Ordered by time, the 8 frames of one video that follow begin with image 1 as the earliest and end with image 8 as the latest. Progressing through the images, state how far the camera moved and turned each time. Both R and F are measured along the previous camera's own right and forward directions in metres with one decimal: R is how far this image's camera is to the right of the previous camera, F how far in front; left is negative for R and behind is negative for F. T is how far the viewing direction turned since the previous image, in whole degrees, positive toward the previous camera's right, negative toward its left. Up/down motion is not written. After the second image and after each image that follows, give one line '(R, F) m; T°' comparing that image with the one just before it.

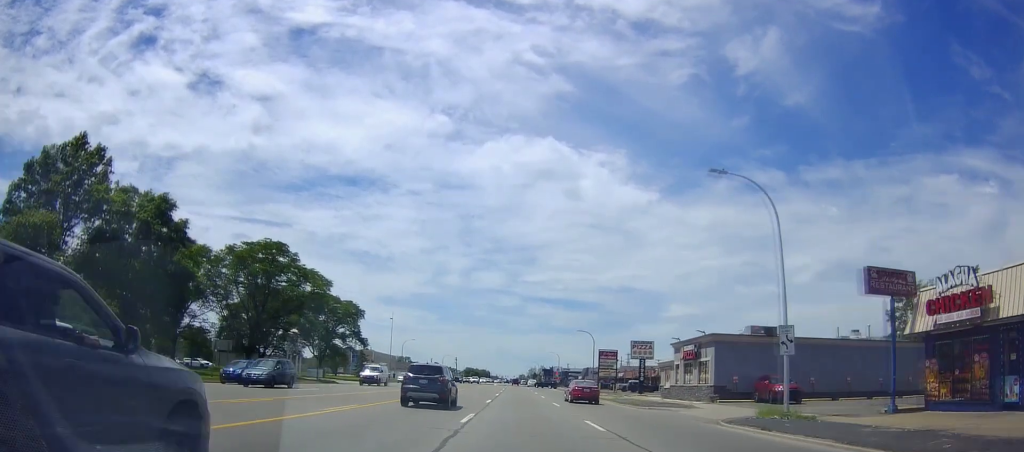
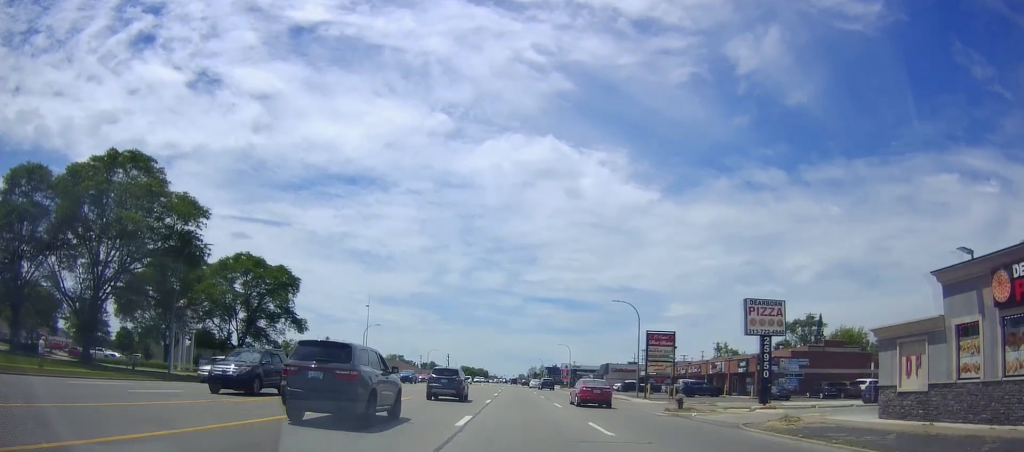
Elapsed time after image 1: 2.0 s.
(-0.6, +33.0) m; -3°
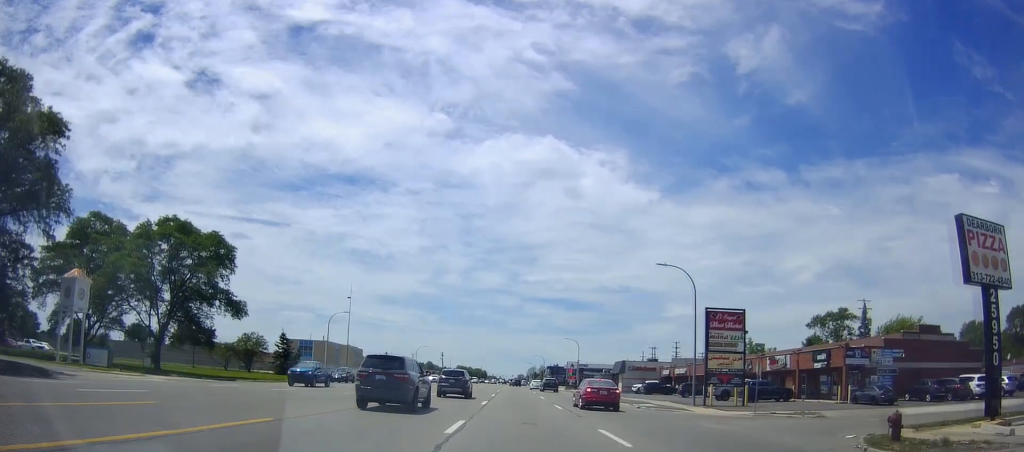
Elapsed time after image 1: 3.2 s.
(+0.3, +18.4) m; +1°
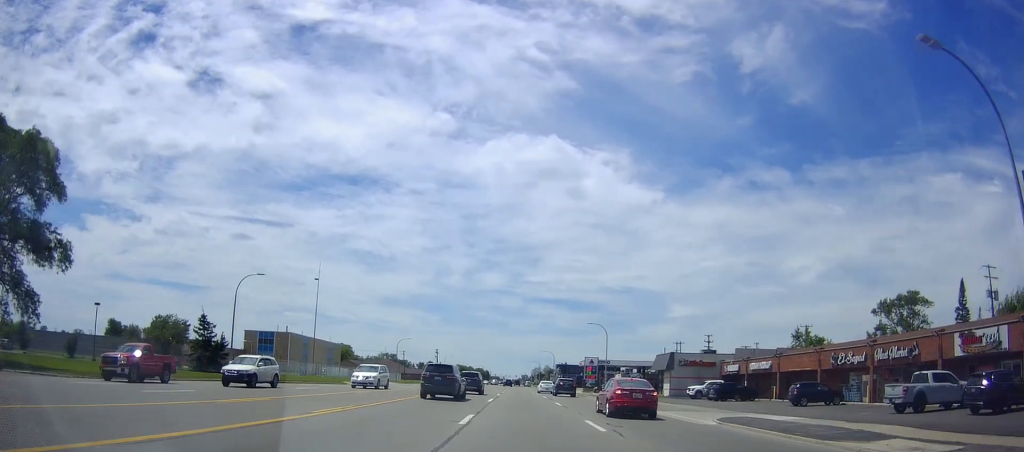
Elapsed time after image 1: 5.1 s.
(+0.1, +28.5) m; 0°
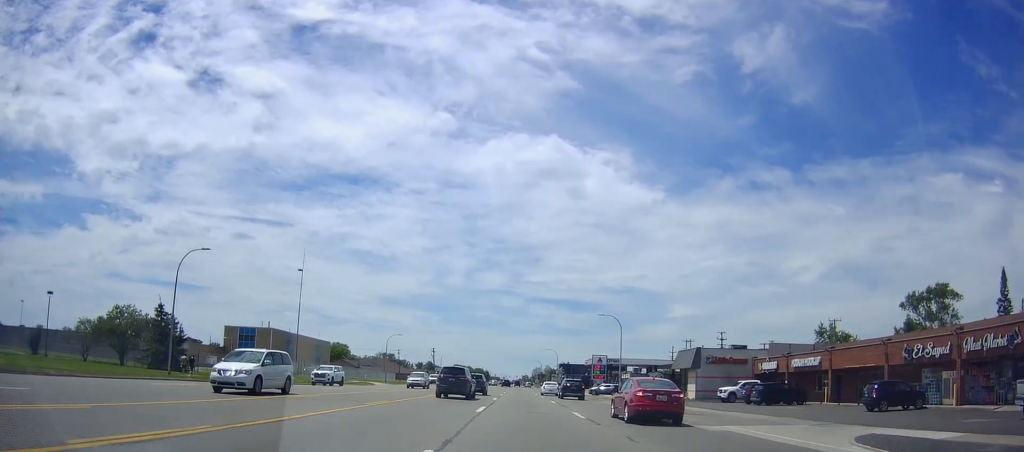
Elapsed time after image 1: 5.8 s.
(0.0, +10.2) m; -1°
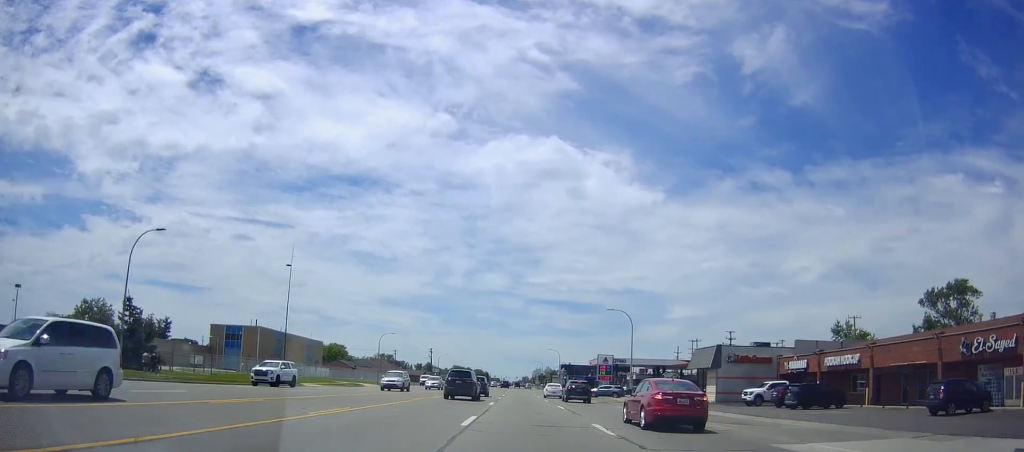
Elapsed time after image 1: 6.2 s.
(+0.1, +6.3) m; -1°
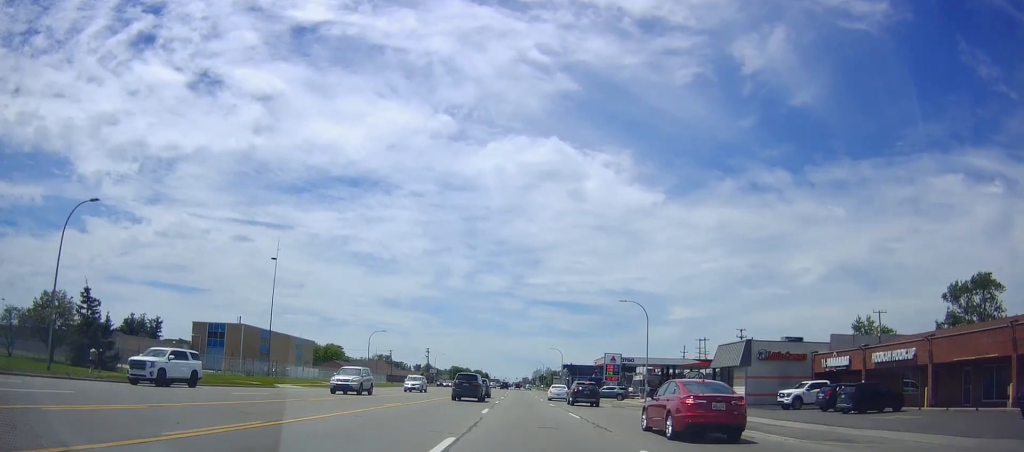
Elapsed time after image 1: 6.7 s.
(-0.3, +7.2) m; 0°
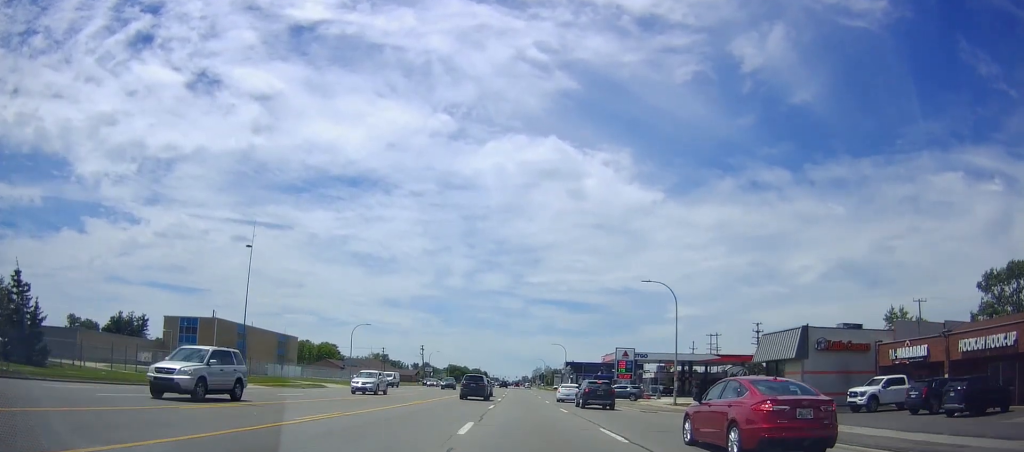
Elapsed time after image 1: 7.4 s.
(-0.2, +10.1) m; 0°
